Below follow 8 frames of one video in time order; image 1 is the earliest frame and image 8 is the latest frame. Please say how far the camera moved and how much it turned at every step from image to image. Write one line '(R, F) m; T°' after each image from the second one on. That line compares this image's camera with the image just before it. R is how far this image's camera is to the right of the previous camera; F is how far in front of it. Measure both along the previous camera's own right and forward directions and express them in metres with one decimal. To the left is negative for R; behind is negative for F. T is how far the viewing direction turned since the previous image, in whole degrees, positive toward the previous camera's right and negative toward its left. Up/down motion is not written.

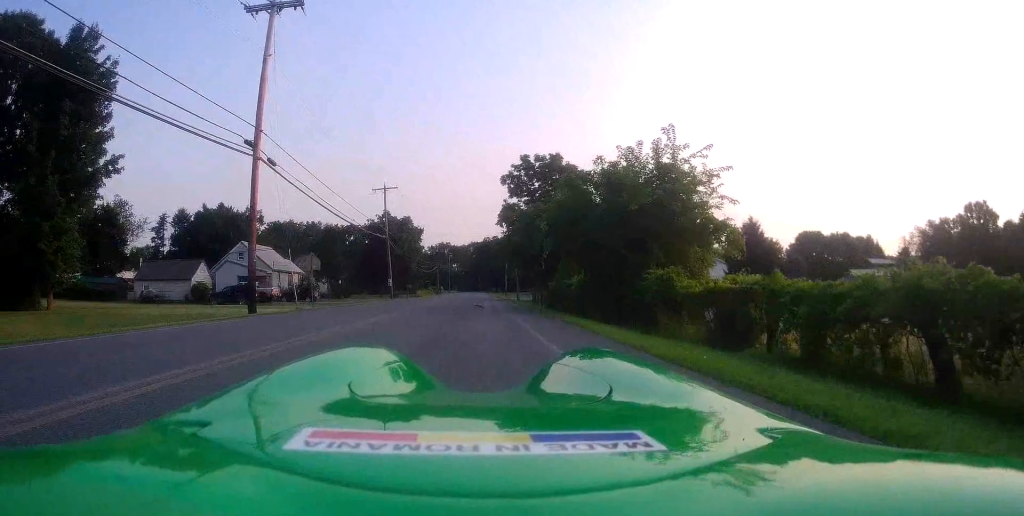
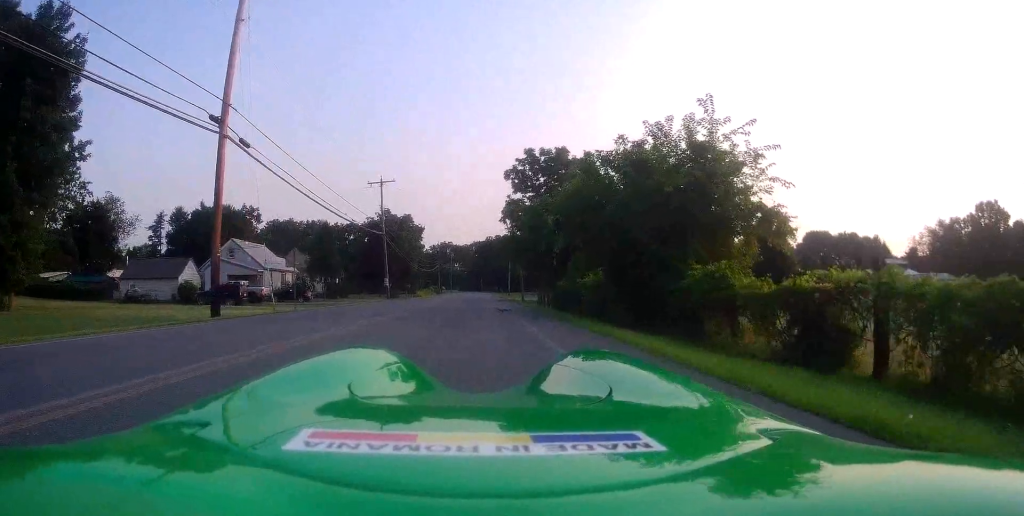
(+0.1, +3.1) m; -1°
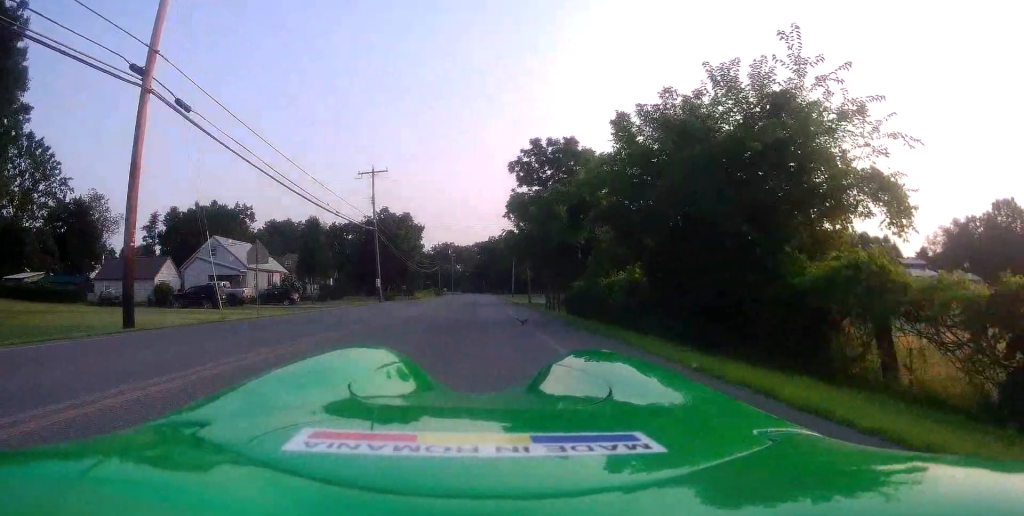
(-0.2, +5.0) m; -4°
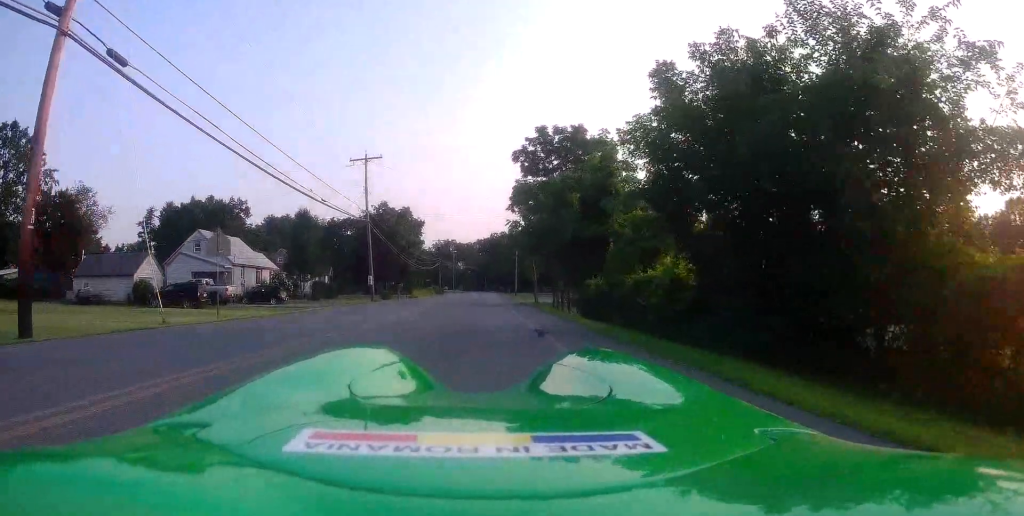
(-0.1, +3.7) m; -2°
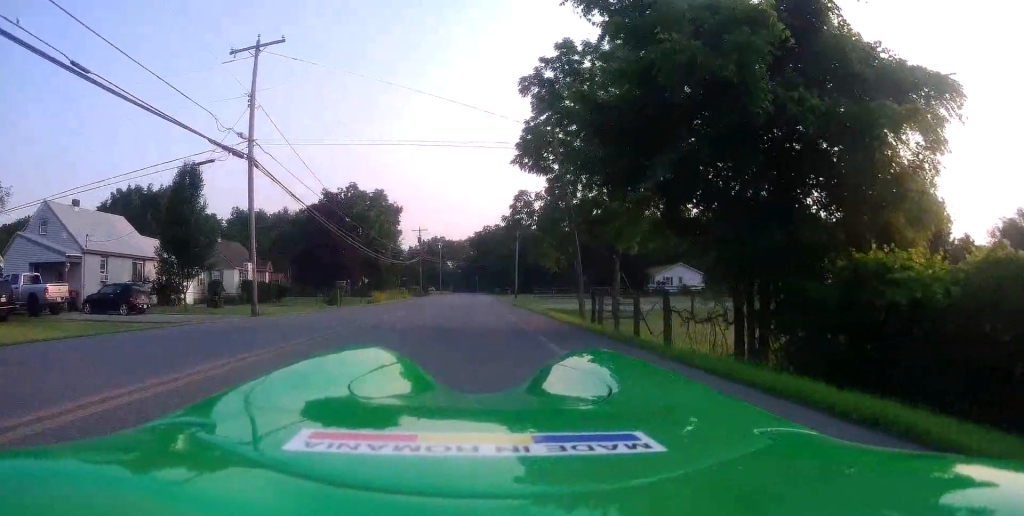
(+1.3, +20.9) m; +6°
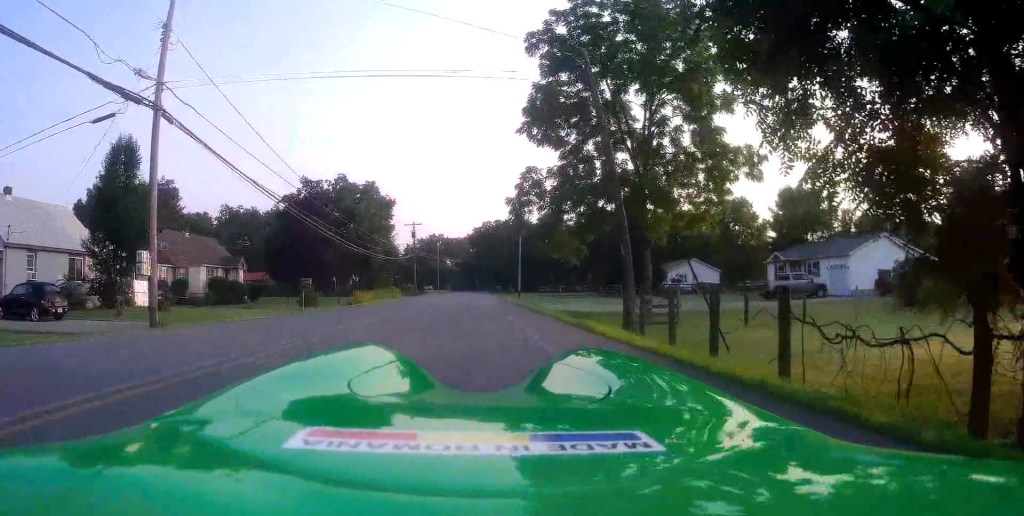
(-0.4, +6.6) m; -2°
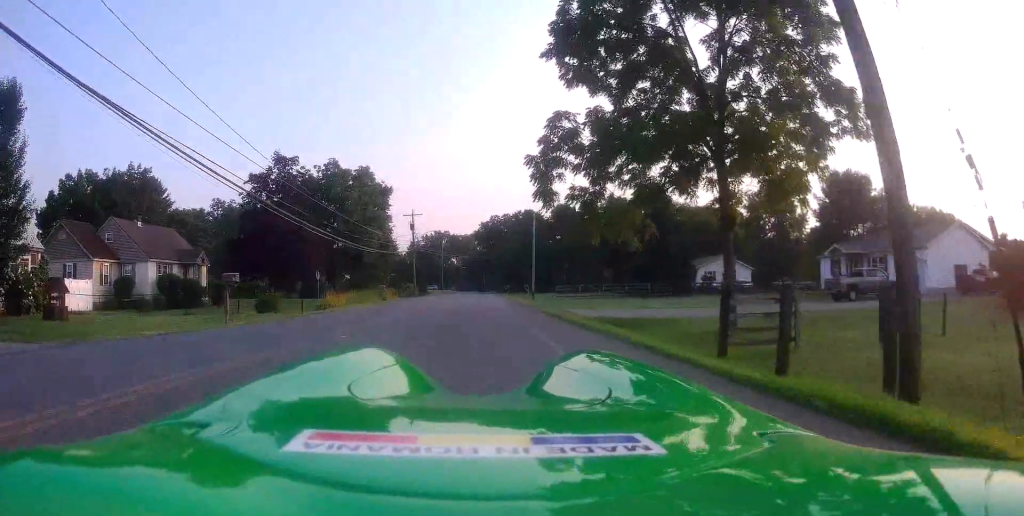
(0.0, +9.4) m; 0°
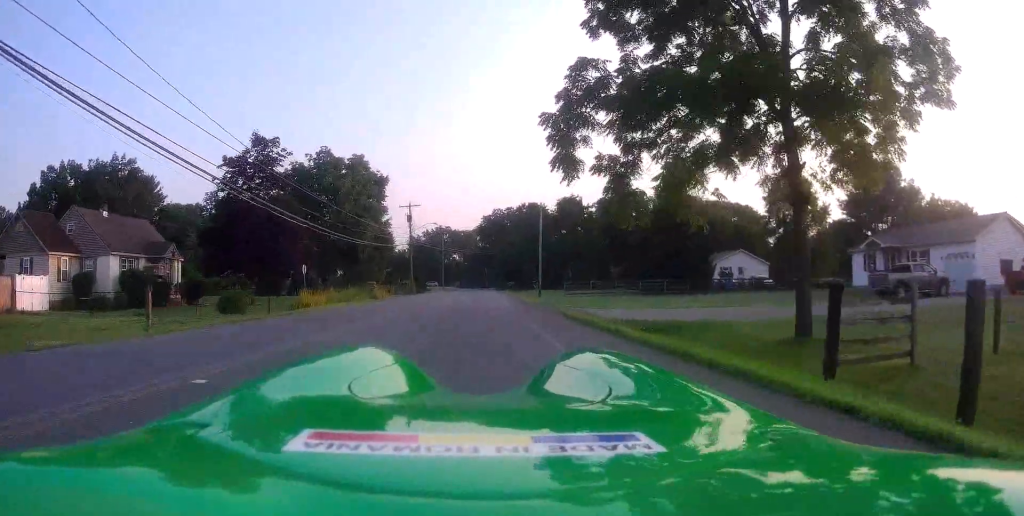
(-0.1, +4.8) m; 0°
